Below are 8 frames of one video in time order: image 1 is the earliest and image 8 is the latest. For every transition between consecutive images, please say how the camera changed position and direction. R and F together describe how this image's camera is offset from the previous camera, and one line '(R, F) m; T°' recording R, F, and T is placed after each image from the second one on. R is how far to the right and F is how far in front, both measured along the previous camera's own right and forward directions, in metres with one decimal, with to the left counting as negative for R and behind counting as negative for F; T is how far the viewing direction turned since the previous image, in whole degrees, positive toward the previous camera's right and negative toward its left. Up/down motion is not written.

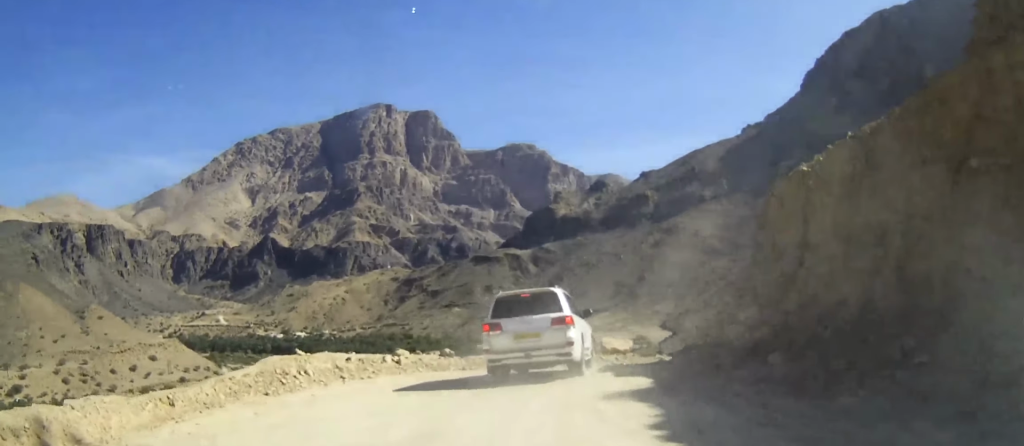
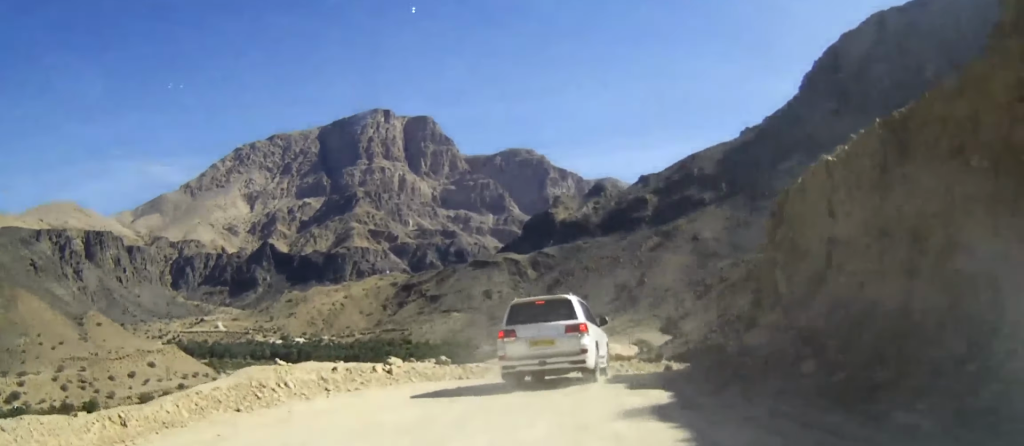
(0.0, +1.6) m; 0°
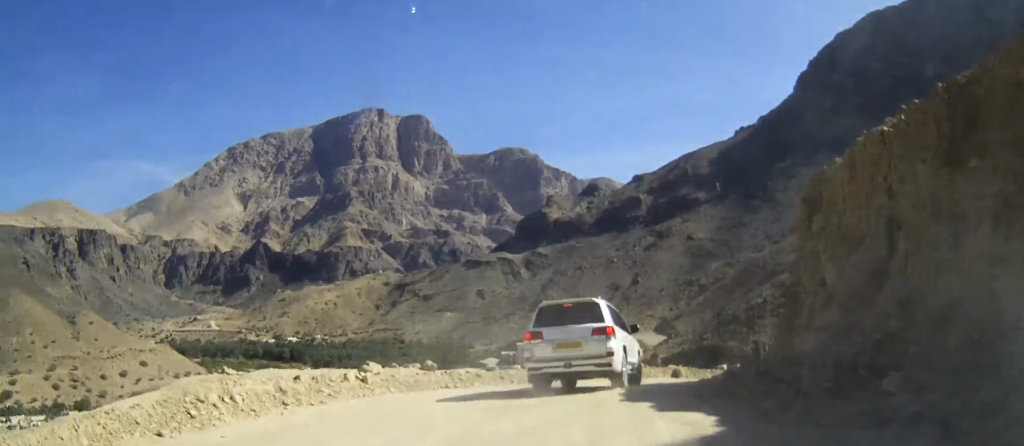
(0.0, +2.8) m; 0°
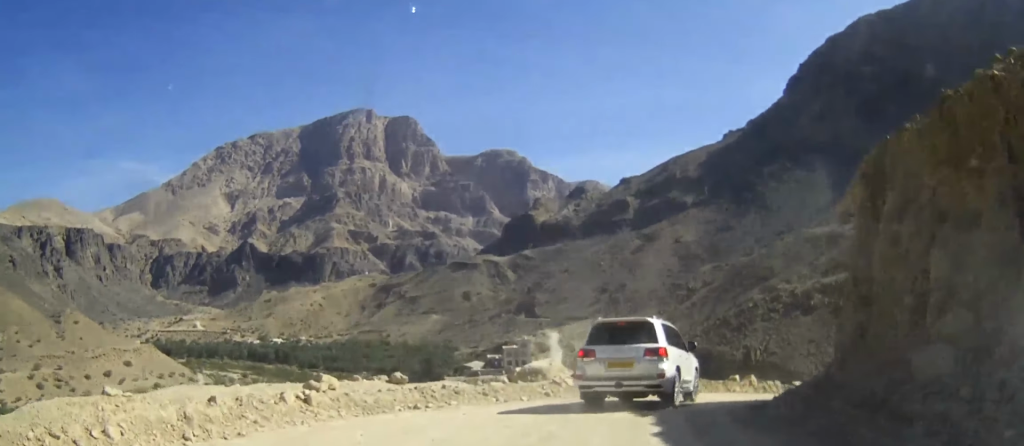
(0.0, +4.1) m; +2°
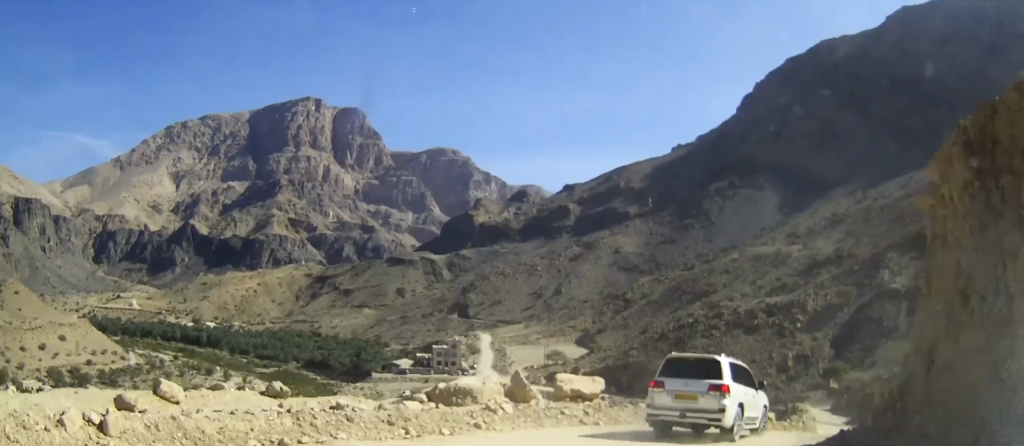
(+0.3, +5.6) m; +7°
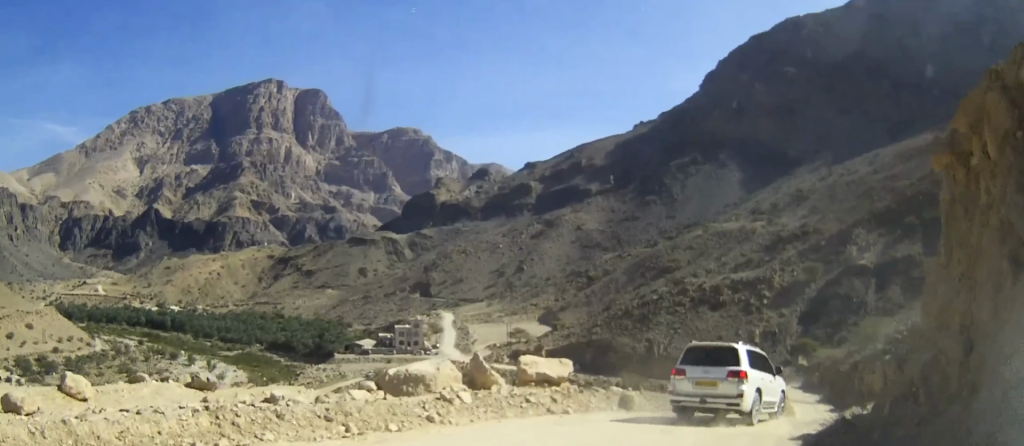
(+0.1, +2.0) m; +4°
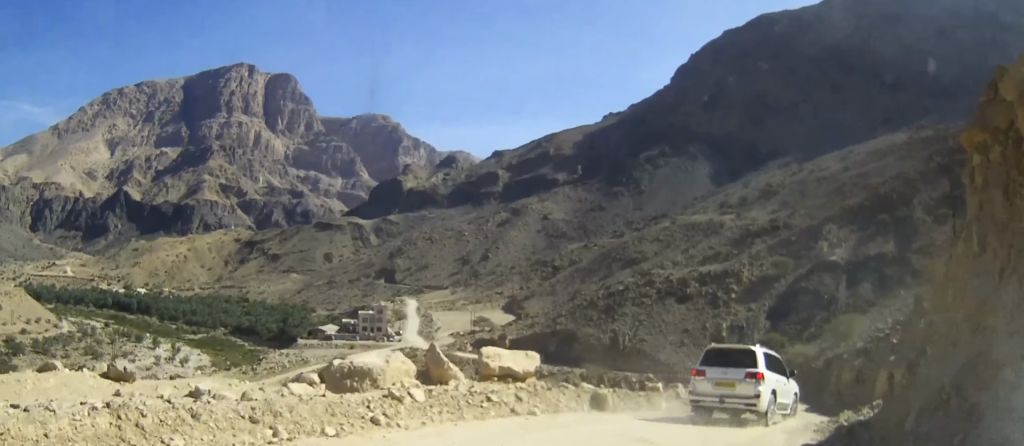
(0.0, +1.9) m; +4°
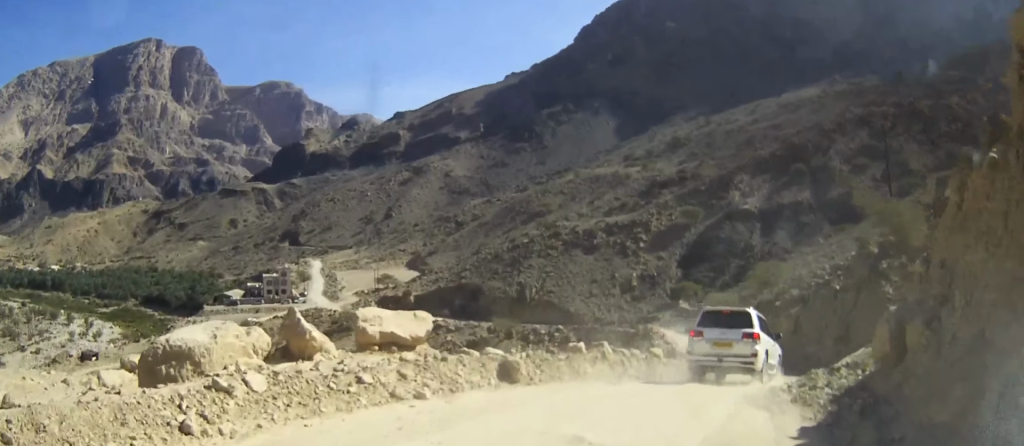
(+0.2, +3.5) m; +8°
